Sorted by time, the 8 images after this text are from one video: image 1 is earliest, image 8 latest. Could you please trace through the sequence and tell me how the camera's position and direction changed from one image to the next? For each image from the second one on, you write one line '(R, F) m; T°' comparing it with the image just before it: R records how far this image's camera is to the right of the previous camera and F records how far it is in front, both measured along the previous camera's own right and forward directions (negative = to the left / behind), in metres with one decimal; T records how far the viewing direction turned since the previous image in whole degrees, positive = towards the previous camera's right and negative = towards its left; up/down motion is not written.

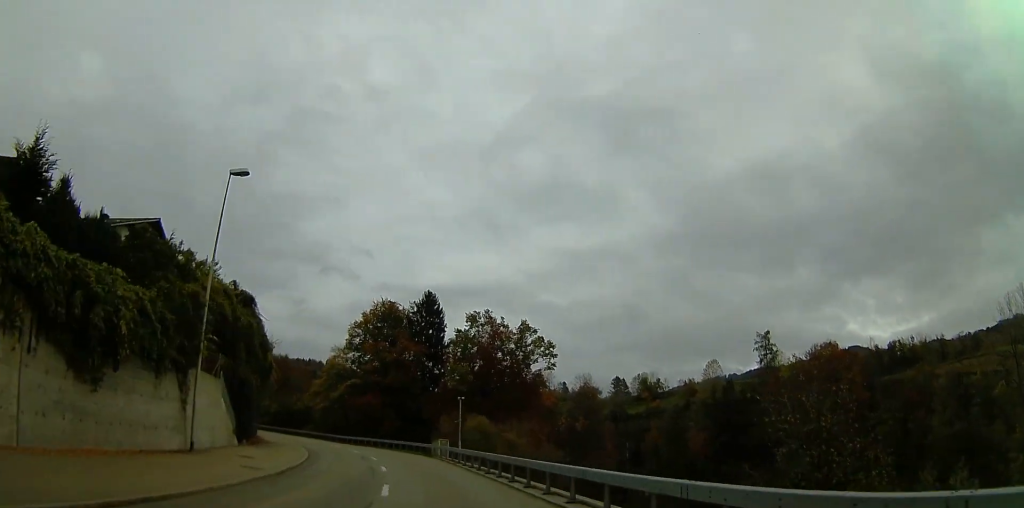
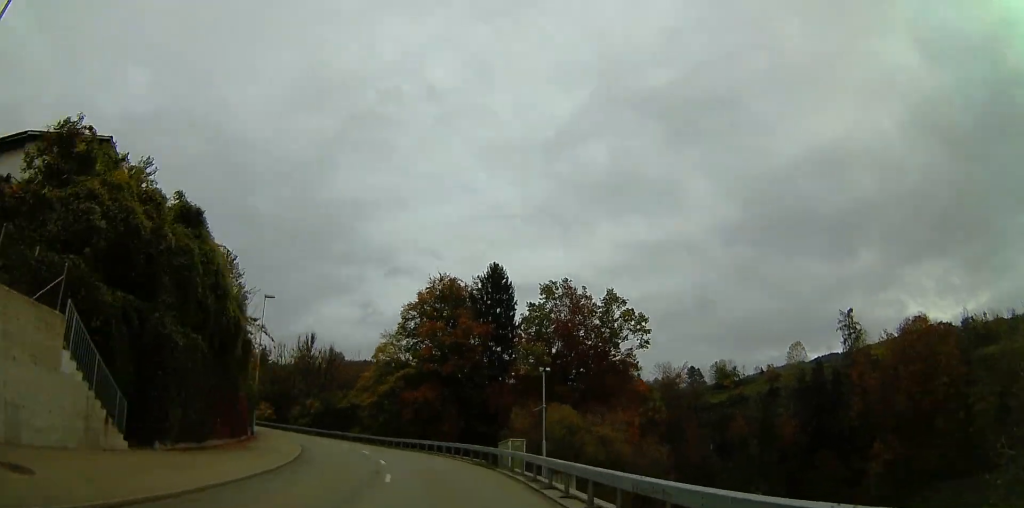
(-1.0, +14.3) m; -11°
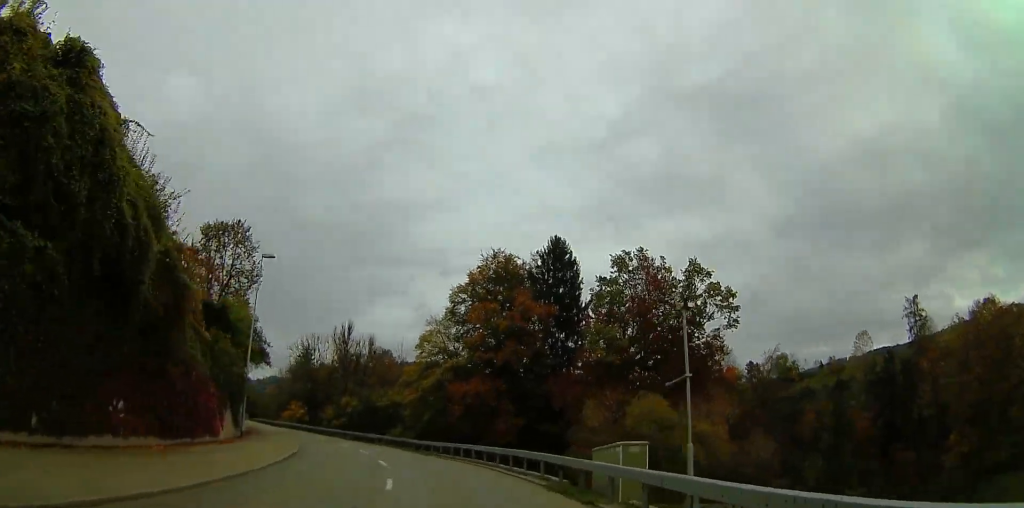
(-1.0, +10.9) m; -6°
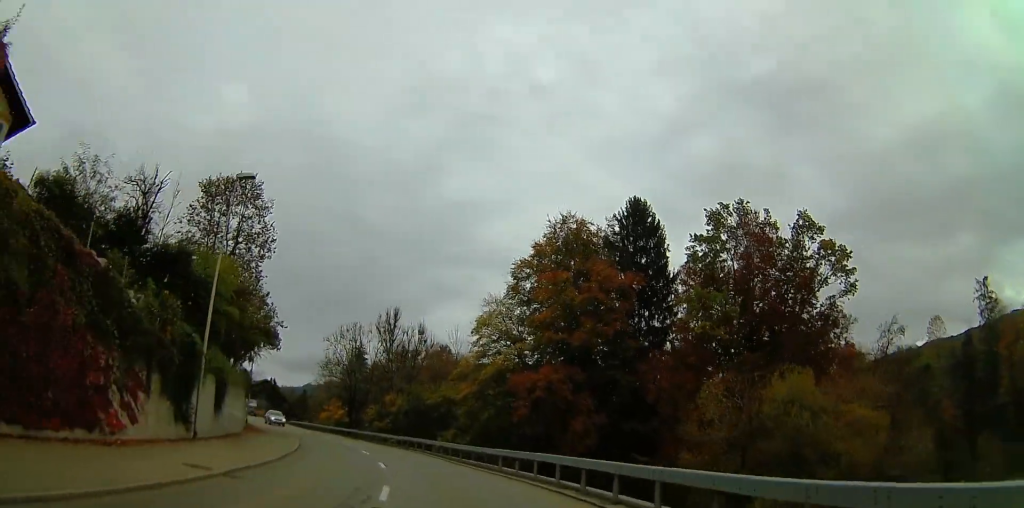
(-0.2, +11.6) m; -2°
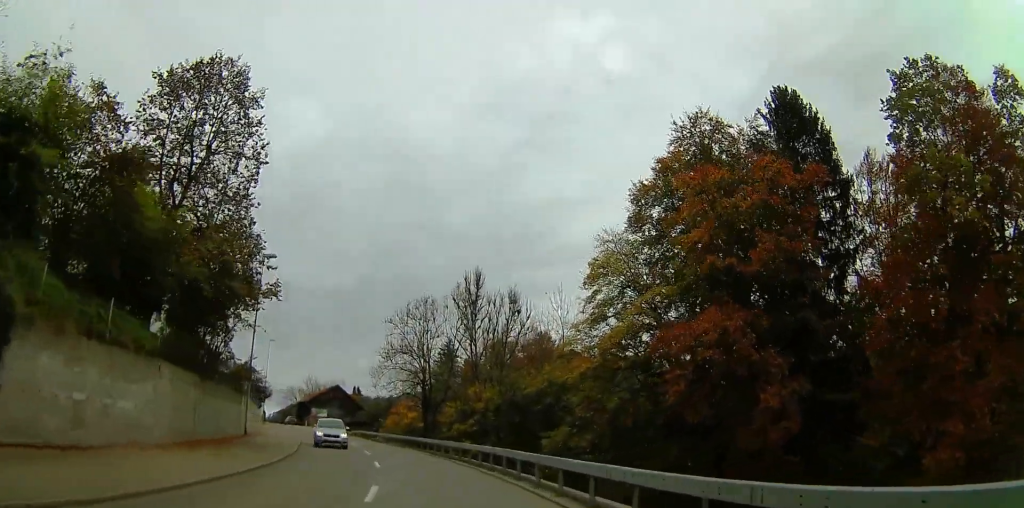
(-1.0, +18.0) m; -9°
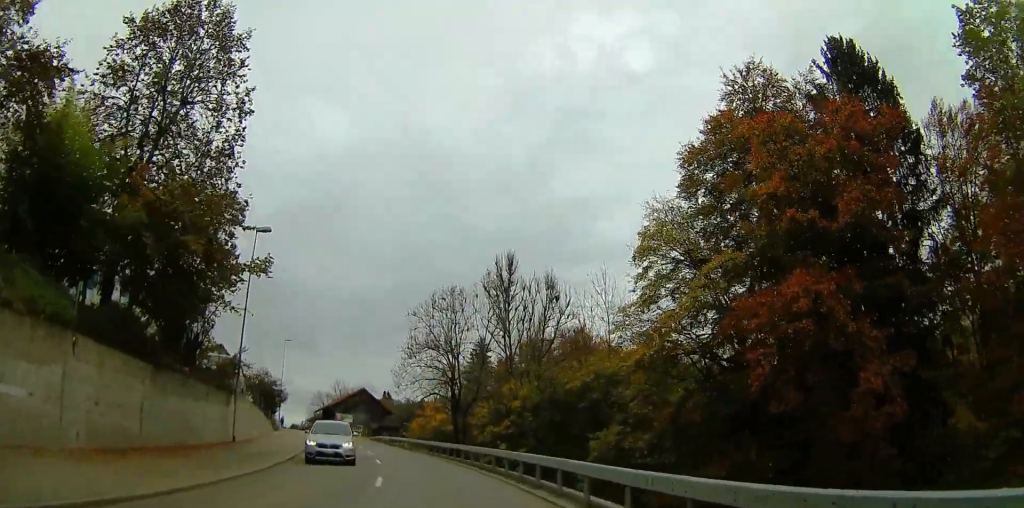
(-0.2, +5.9) m; -5°
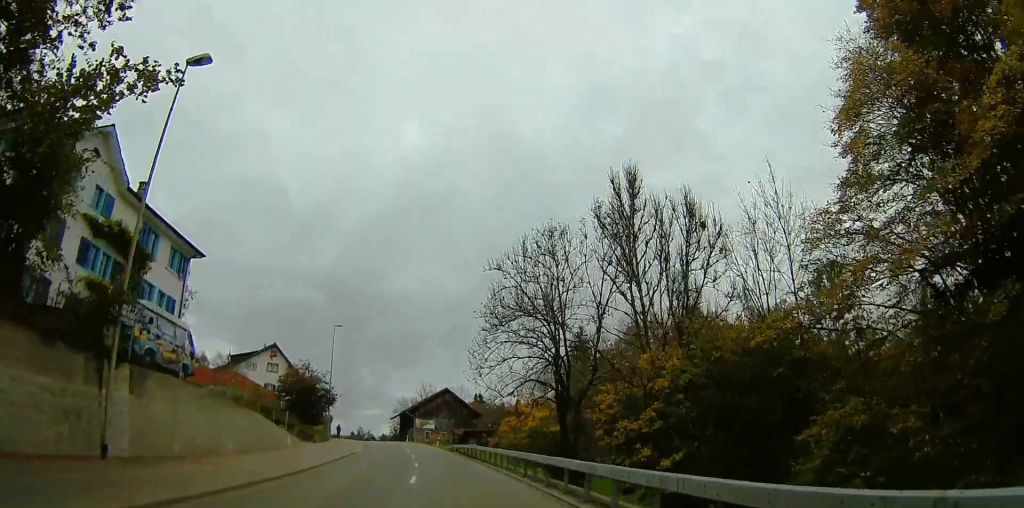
(-1.6, +15.8) m; -7°
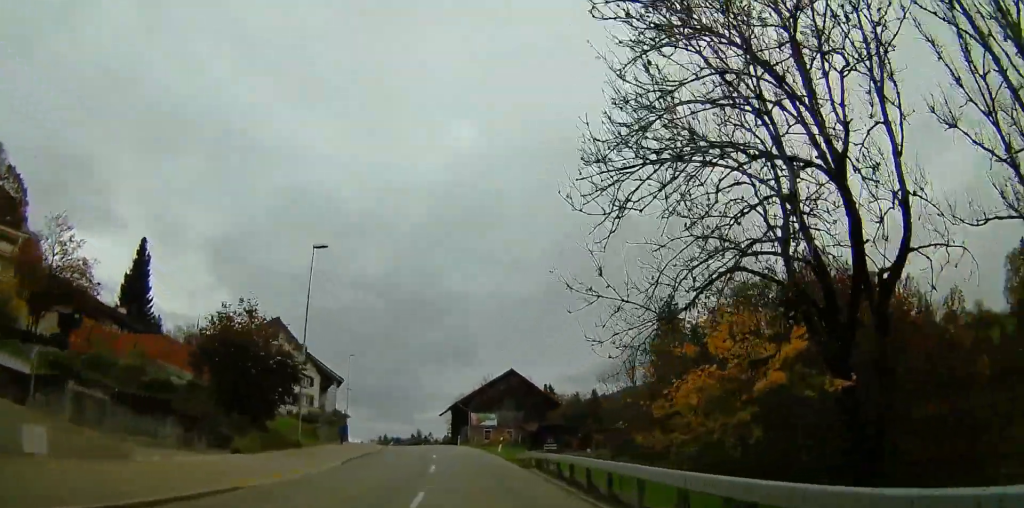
(-1.1, +22.0) m; -8°
